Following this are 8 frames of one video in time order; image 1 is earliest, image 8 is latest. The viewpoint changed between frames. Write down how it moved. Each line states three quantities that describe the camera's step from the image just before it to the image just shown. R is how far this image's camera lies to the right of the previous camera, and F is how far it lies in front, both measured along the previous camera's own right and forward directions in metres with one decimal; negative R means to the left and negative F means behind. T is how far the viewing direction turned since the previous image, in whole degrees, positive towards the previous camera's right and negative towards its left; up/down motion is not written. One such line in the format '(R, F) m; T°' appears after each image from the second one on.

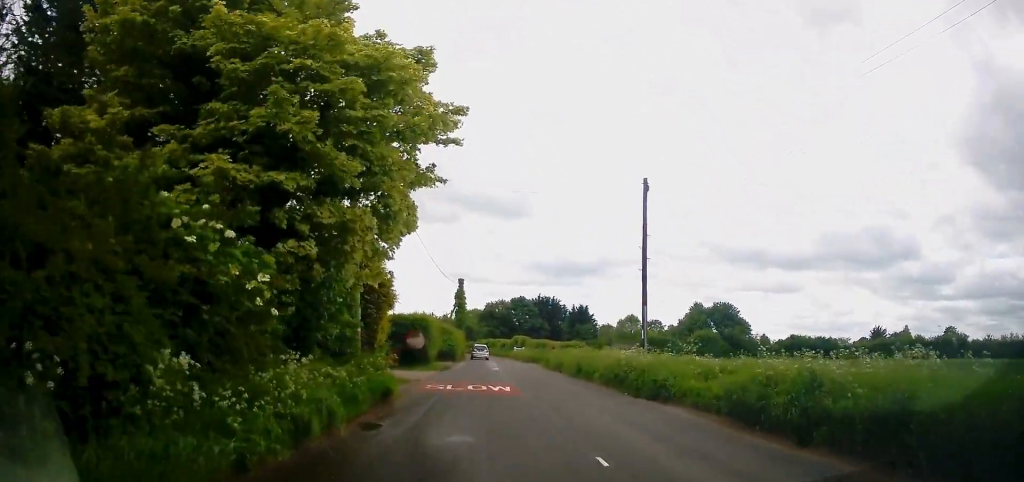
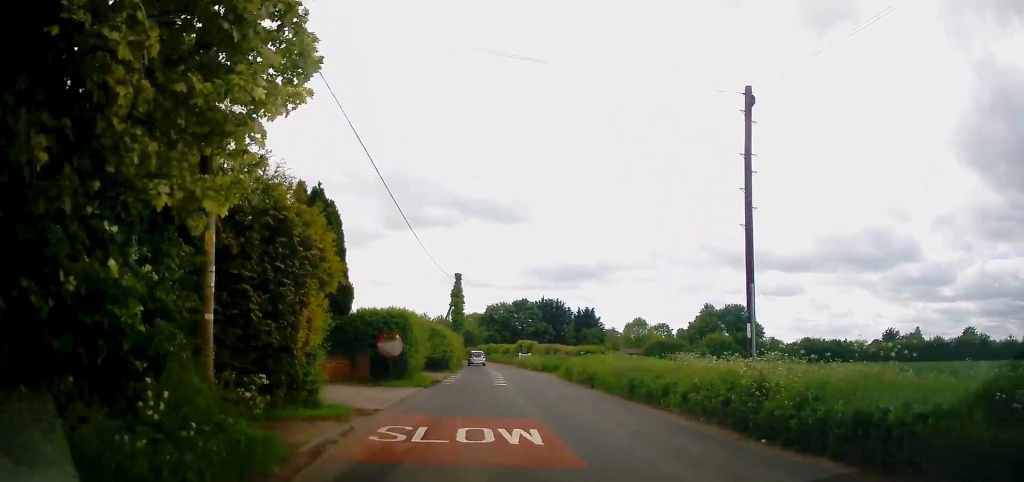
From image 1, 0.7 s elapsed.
(+0.2, +8.4) m; 0°
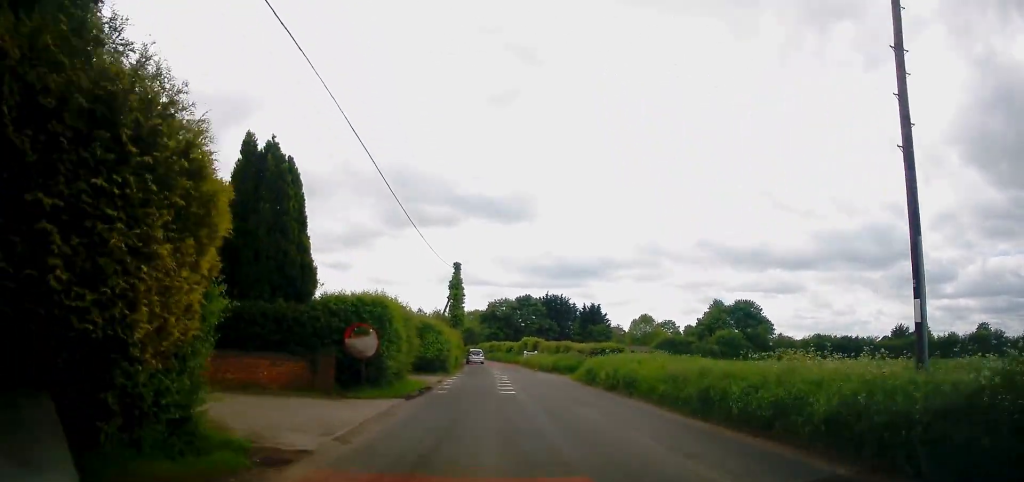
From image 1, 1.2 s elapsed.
(0.0, +5.4) m; 0°
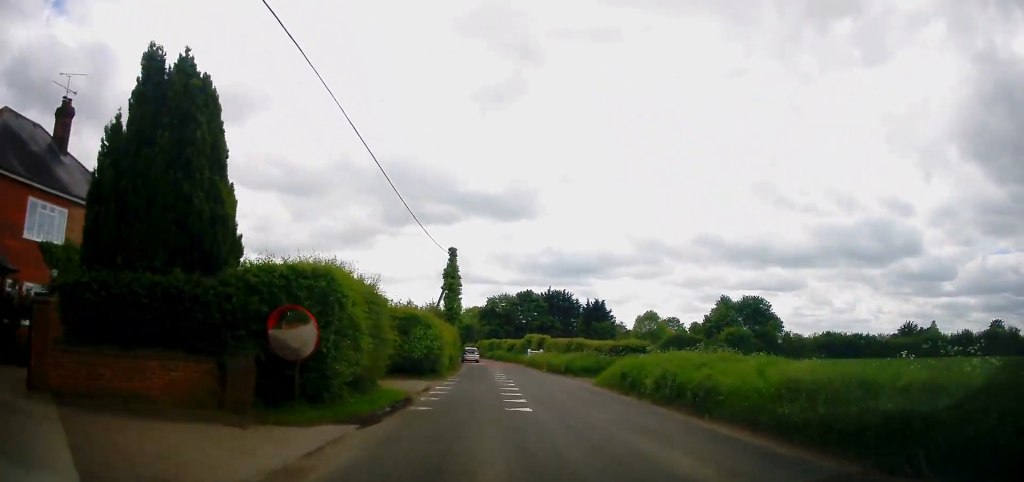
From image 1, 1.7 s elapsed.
(-0.1, +5.8) m; 0°
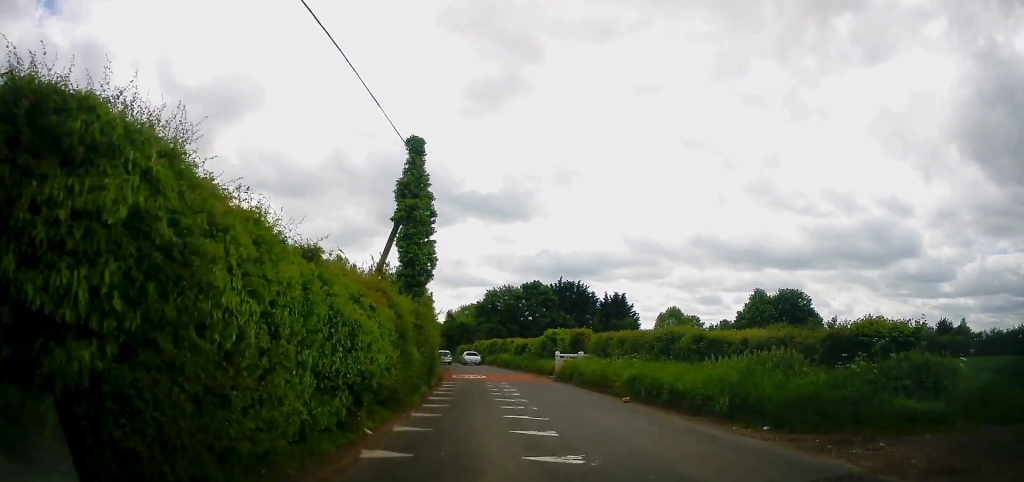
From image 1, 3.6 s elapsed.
(0.0, +21.9) m; -1°
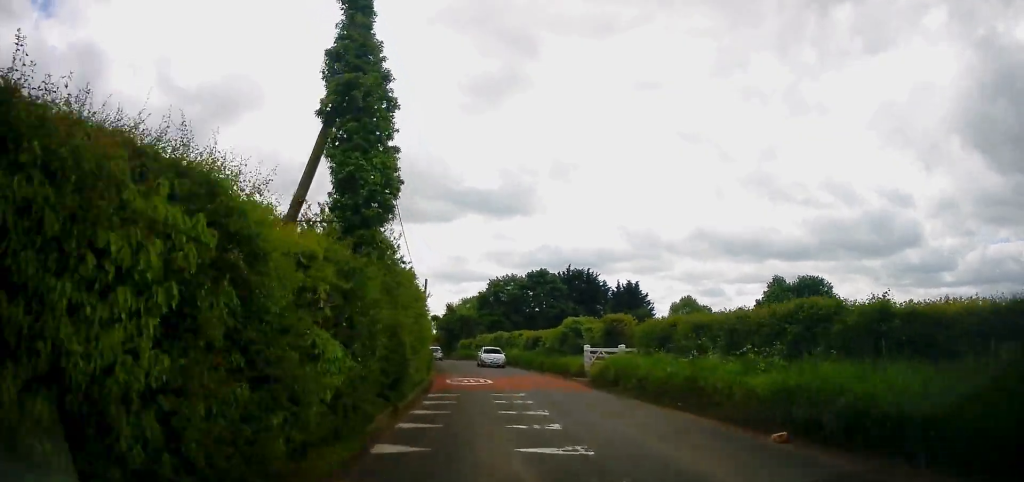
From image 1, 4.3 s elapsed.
(-0.1, +8.8) m; 0°
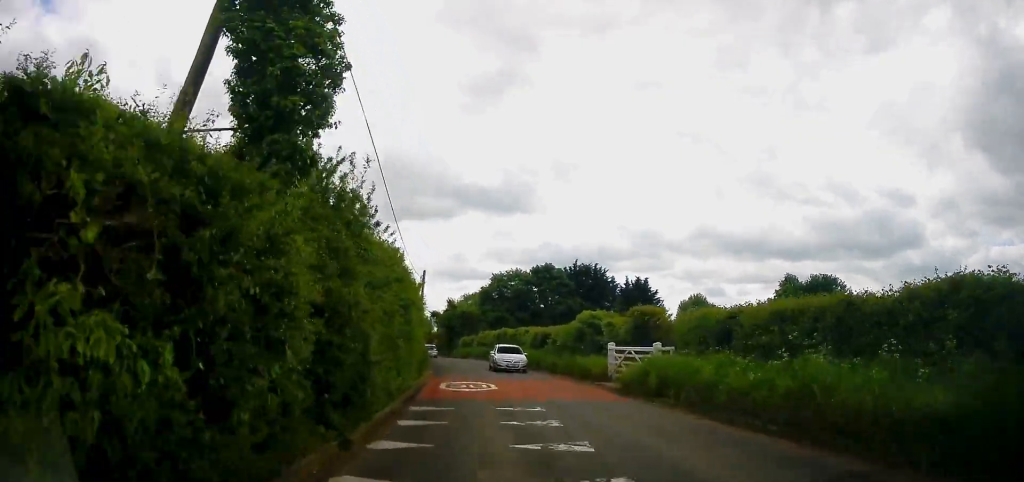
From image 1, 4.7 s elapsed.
(0.0, +4.5) m; 0°
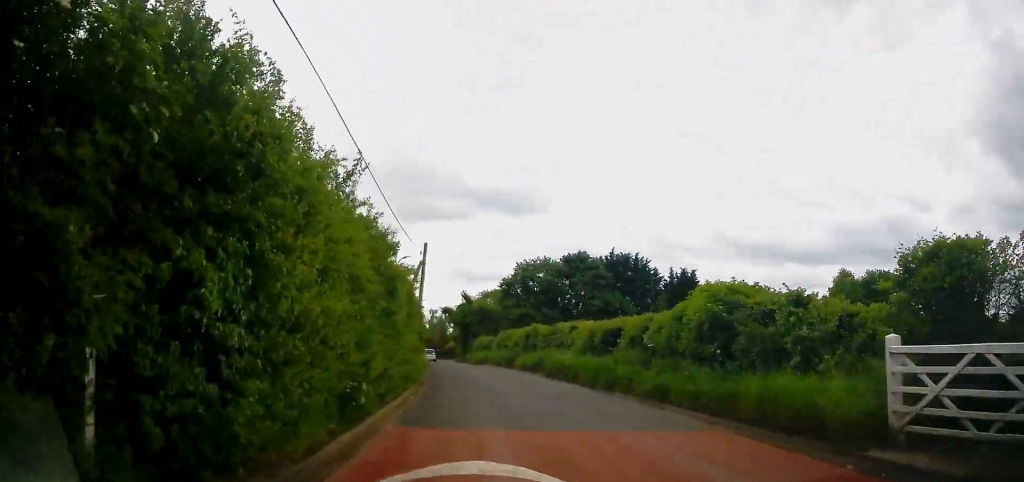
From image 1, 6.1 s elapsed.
(-0.1, +14.8) m; -2°
